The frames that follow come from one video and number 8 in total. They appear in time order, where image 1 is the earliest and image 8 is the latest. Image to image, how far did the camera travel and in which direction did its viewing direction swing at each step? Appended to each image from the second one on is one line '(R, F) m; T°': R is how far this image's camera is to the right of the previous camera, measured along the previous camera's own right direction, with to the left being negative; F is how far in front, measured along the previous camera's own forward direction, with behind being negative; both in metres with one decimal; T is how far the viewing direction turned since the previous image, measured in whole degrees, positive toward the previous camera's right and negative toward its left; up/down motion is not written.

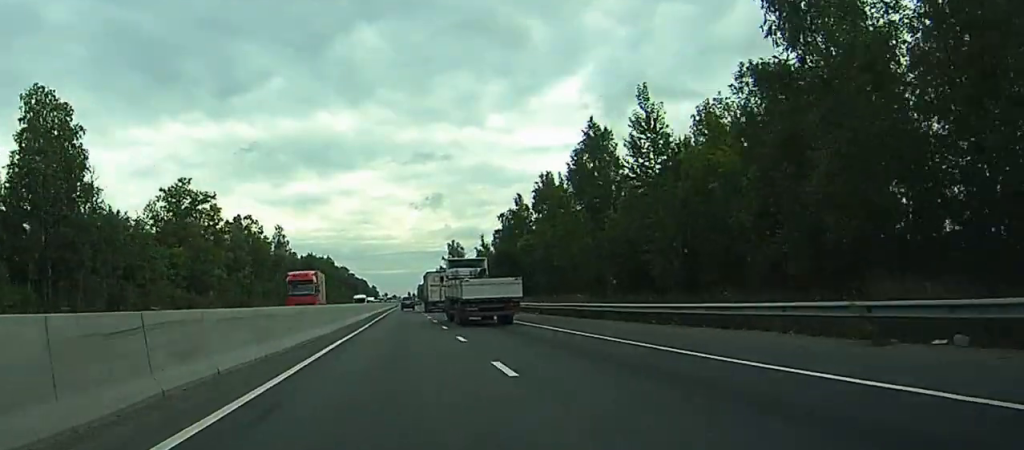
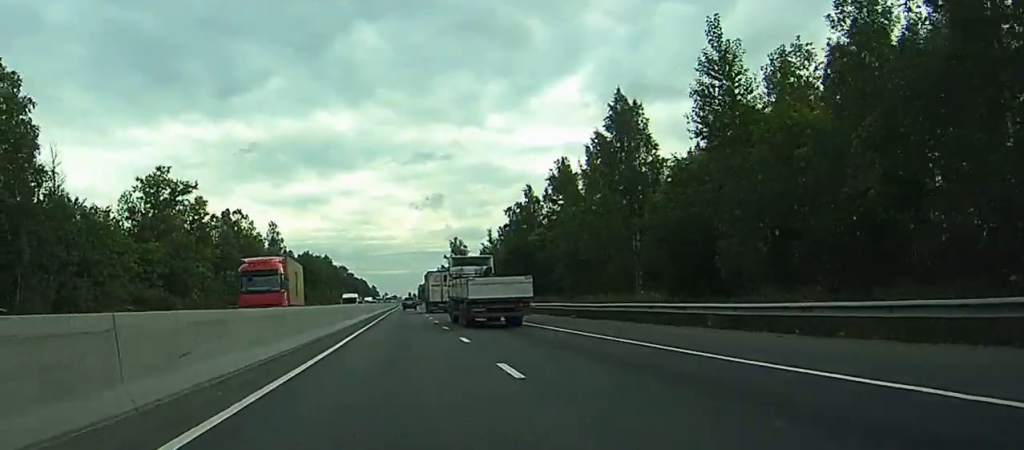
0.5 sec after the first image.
(0.0, +12.2) m; 0°
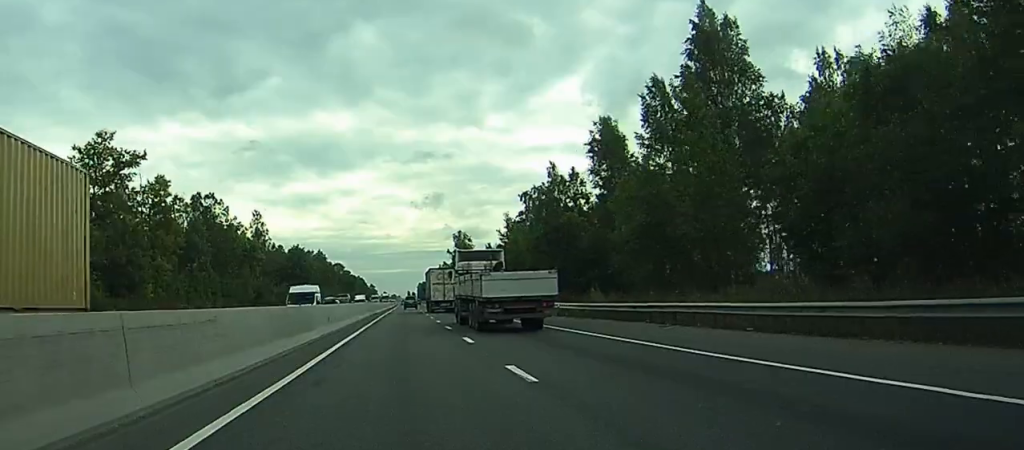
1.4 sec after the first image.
(-0.2, +24.5) m; 0°
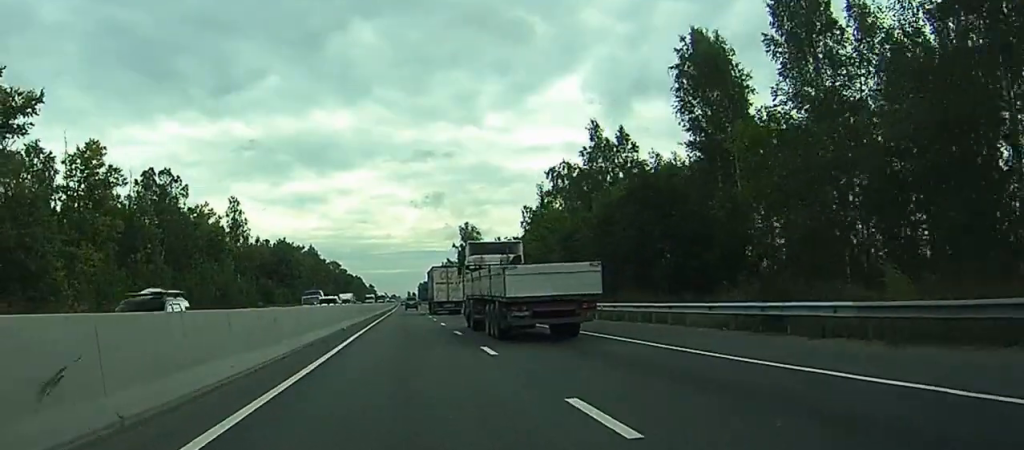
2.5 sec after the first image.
(0.0, +29.2) m; 0°
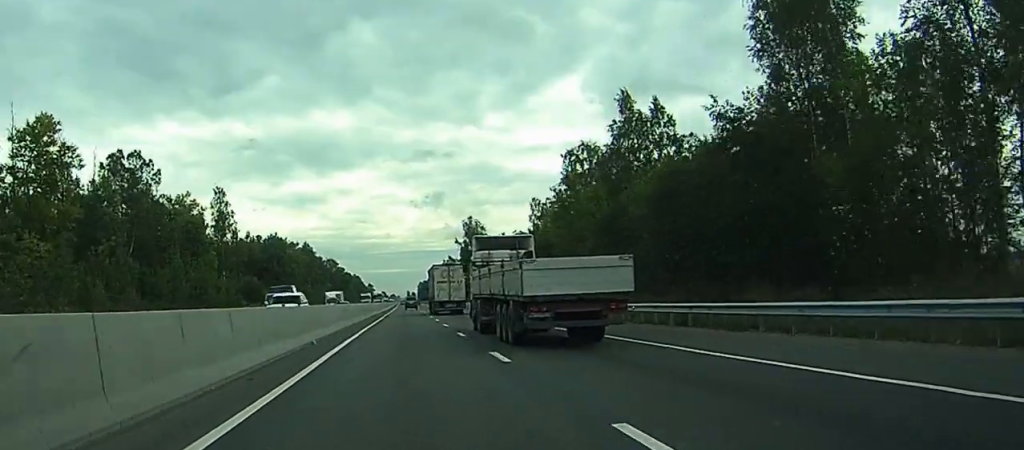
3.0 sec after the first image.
(+0.1, +14.3) m; 0°
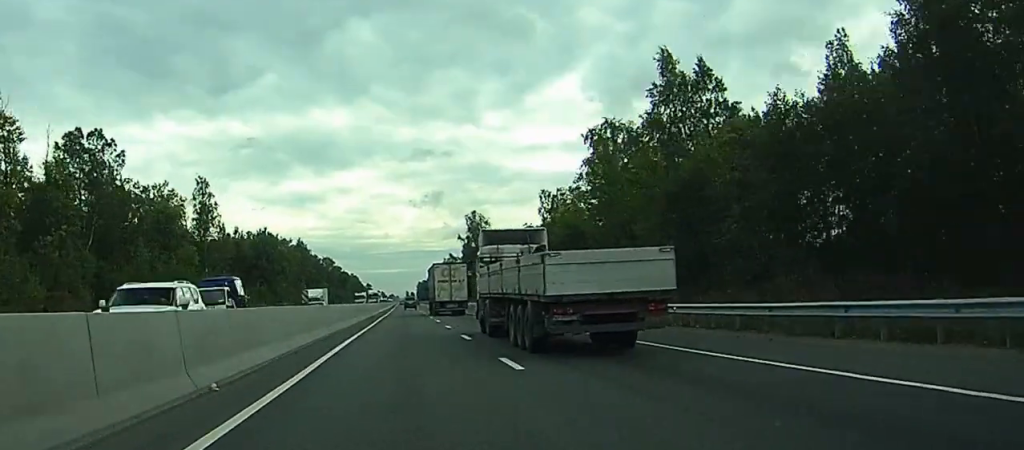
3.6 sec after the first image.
(0.0, +14.3) m; 0°
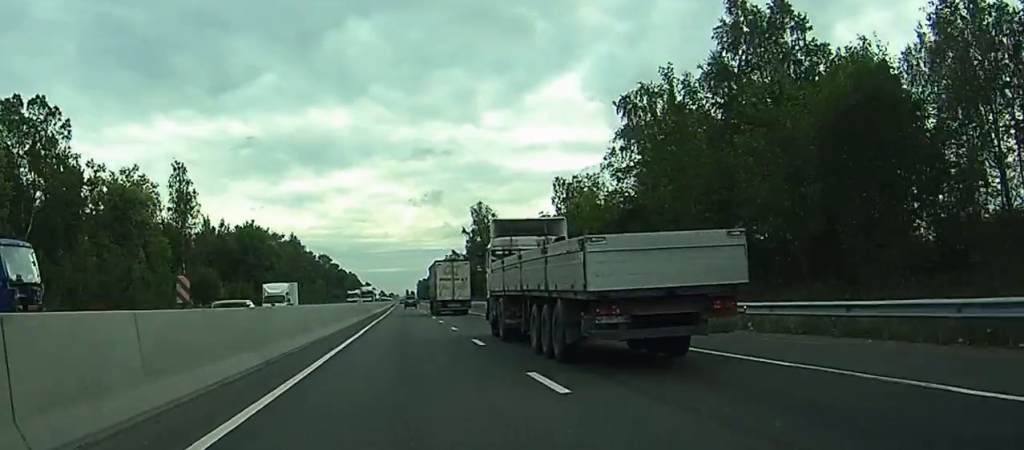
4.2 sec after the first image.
(+0.1, +16.1) m; 0°
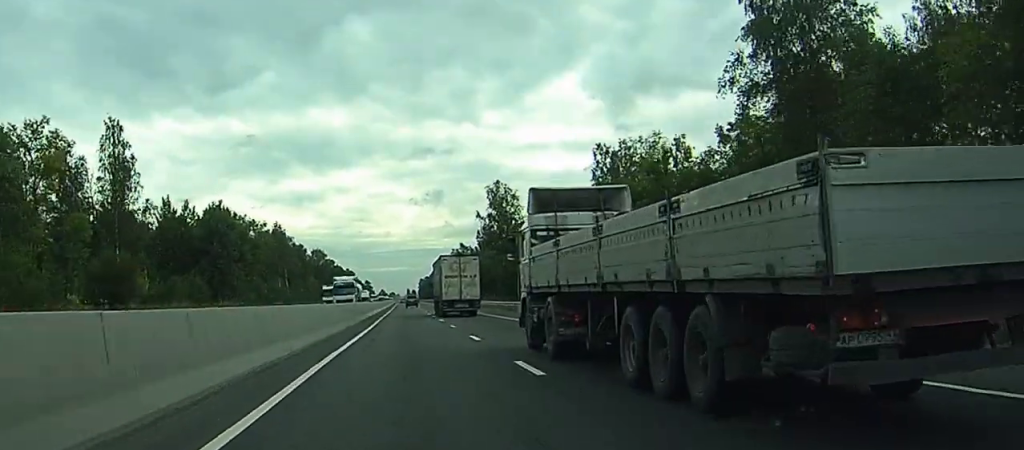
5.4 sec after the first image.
(-0.1, +33.1) m; 0°
